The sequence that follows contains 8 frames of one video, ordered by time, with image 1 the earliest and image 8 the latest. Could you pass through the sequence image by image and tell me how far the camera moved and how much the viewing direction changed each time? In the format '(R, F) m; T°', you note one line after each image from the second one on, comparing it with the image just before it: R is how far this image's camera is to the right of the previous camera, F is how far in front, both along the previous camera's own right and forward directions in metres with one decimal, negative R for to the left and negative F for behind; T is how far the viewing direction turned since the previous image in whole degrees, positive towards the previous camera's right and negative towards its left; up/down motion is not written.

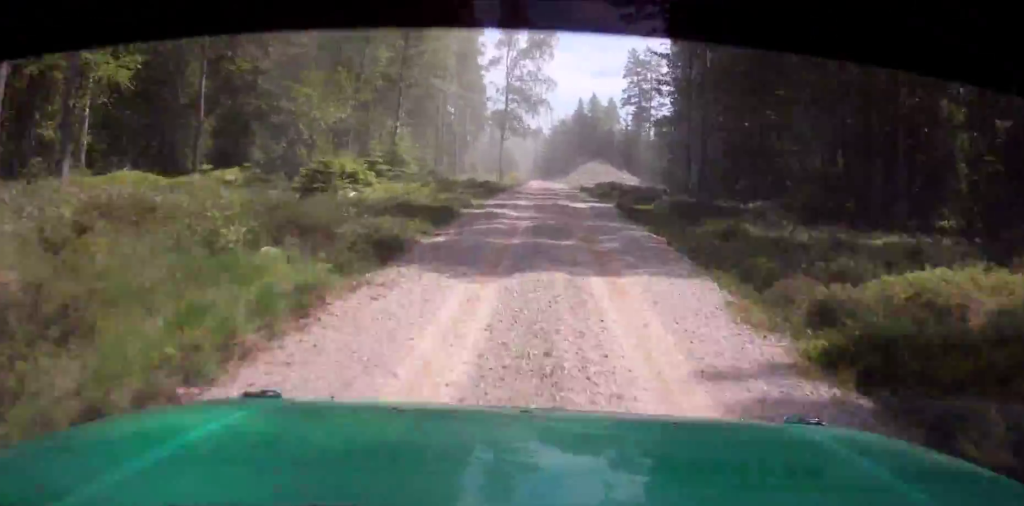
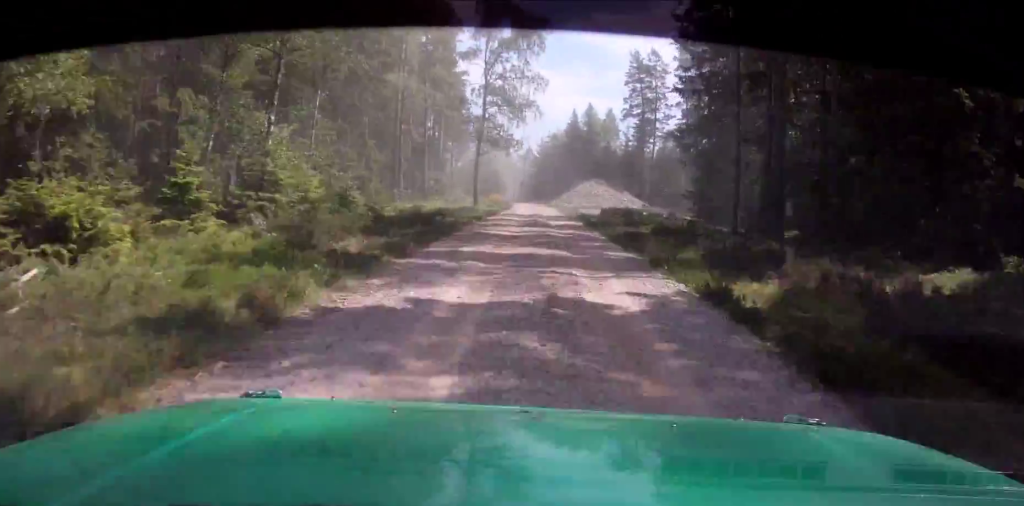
(-0.2, +16.8) m; -1°
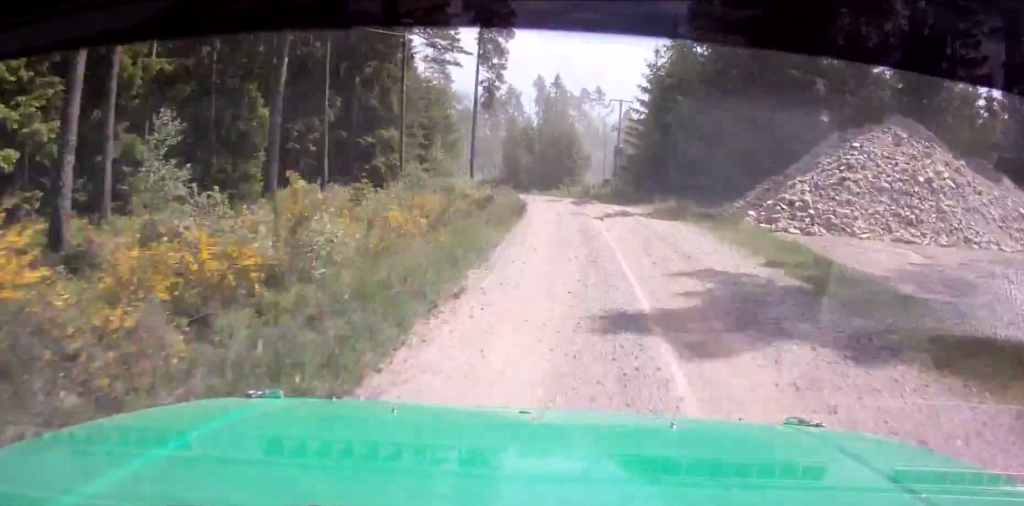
(-1.6, +70.3) m; -4°
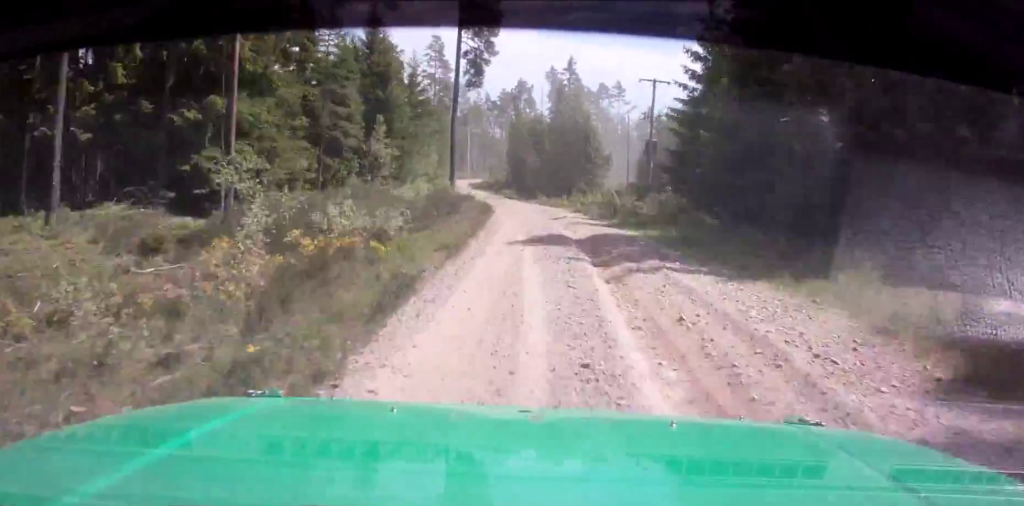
(-0.4, +20.0) m; -2°
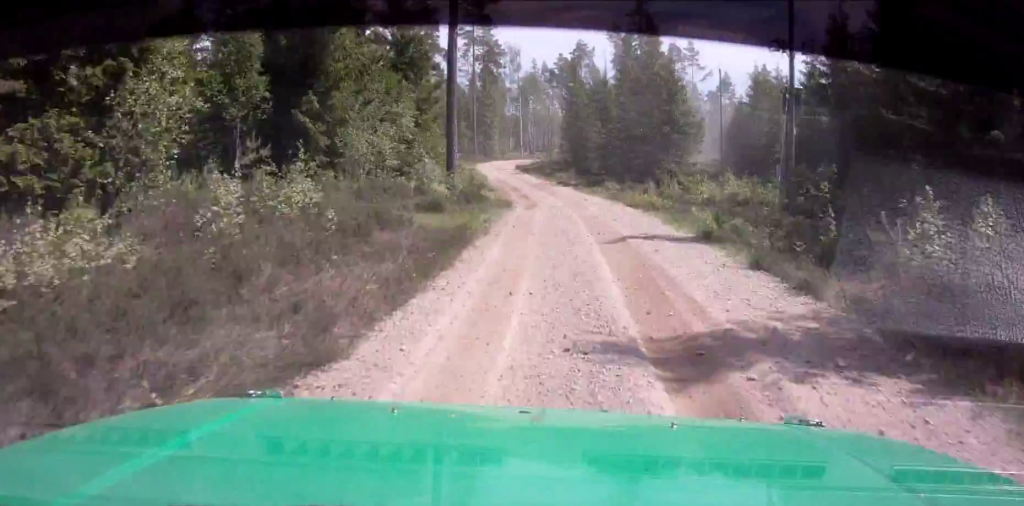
(-0.7, +23.3) m; -3°
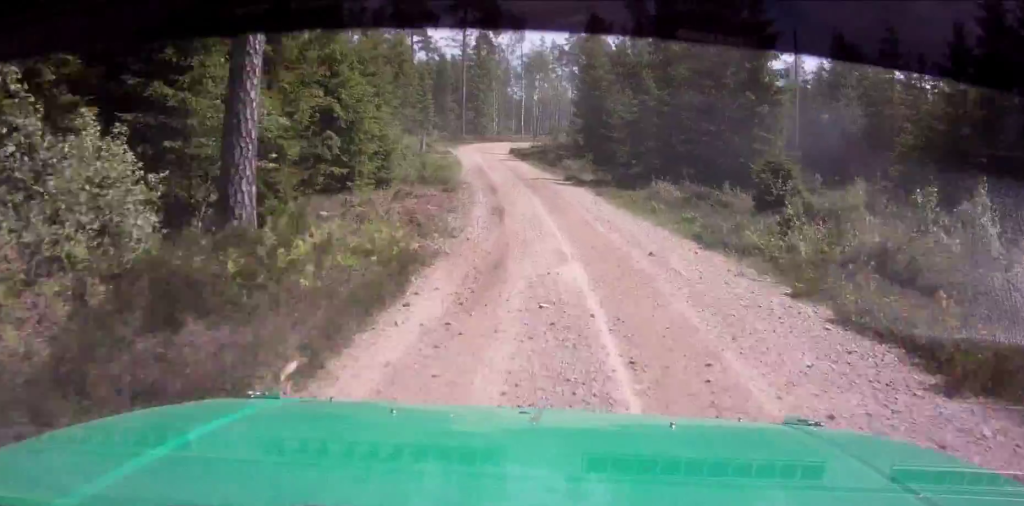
(-0.4, +18.7) m; -3°
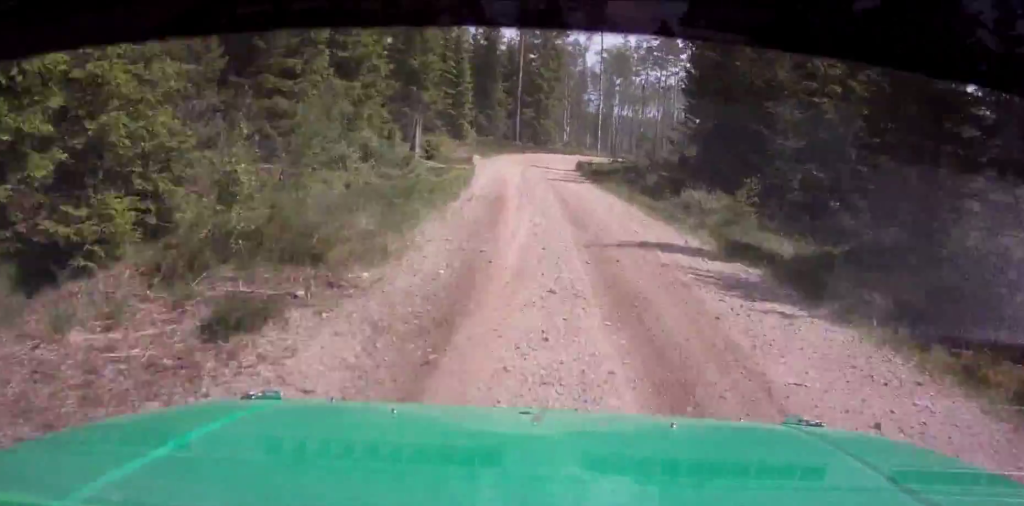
(-1.2, +22.5) m; -3°
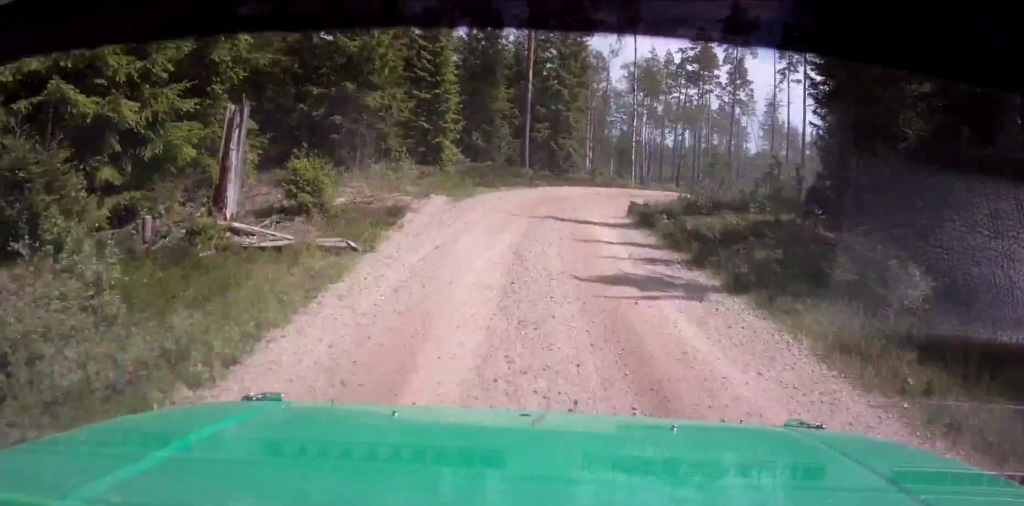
(-0.2, +16.9) m; +3°
